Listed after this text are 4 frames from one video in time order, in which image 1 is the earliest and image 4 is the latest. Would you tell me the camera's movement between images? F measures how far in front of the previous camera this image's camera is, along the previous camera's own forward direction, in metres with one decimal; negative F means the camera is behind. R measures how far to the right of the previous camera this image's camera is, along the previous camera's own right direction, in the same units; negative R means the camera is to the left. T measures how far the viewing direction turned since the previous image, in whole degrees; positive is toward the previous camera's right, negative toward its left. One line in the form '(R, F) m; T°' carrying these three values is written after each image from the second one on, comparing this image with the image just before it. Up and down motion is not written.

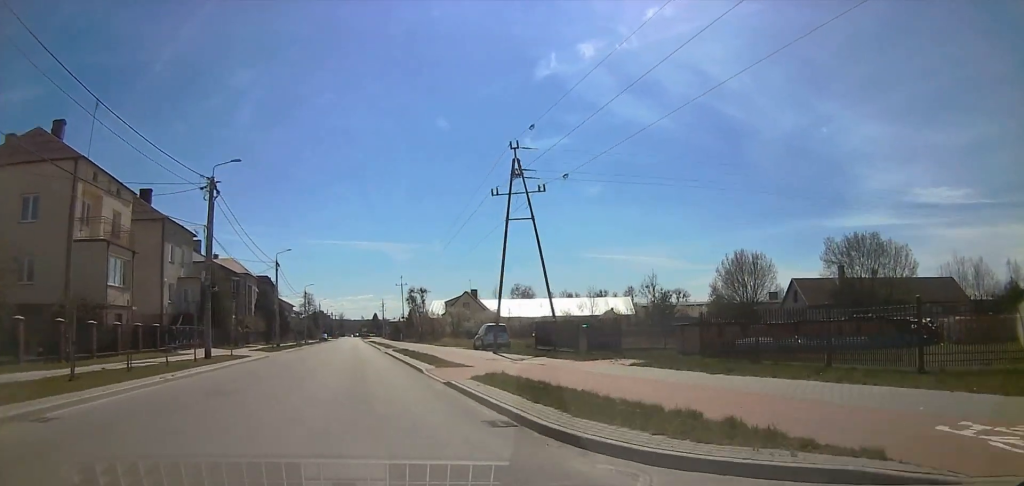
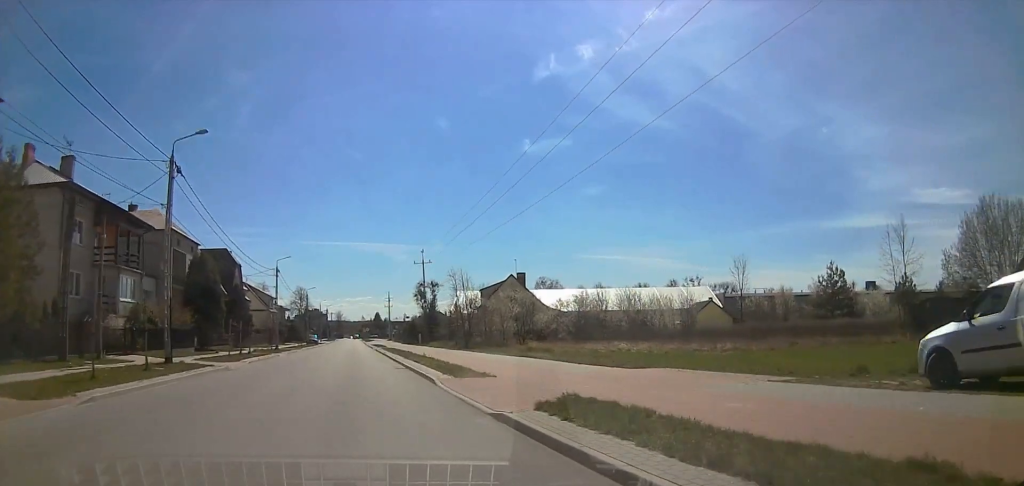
(+0.4, +35.5) m; +4°
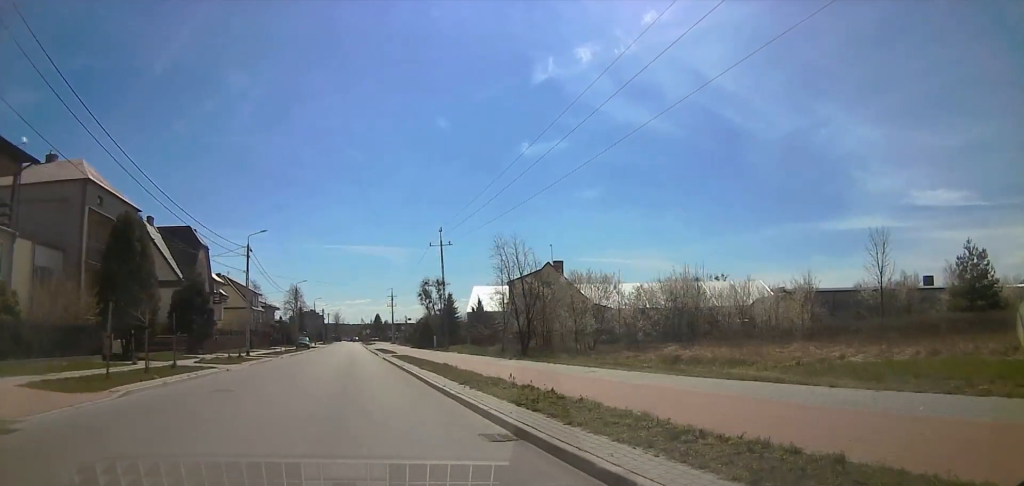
(0.0, +17.8) m; 0°
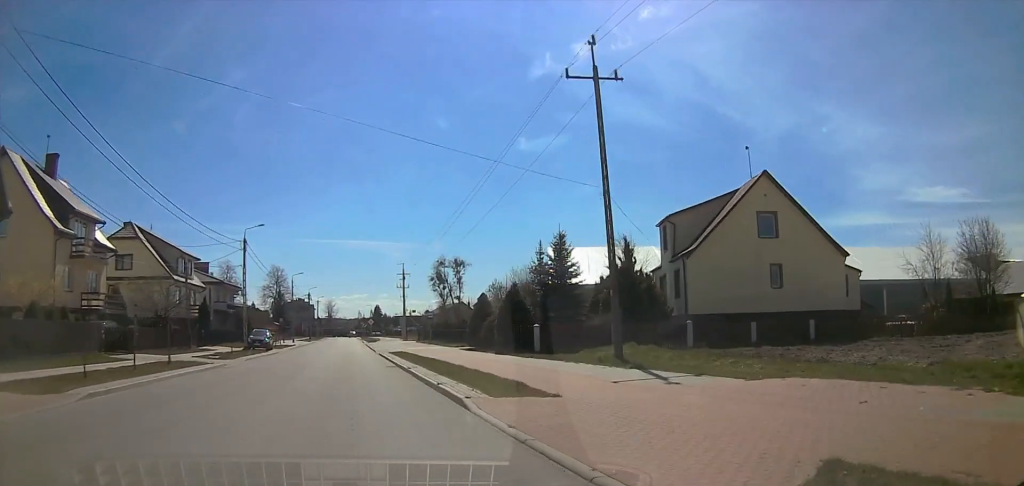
(-1.8, +40.4) m; -1°
